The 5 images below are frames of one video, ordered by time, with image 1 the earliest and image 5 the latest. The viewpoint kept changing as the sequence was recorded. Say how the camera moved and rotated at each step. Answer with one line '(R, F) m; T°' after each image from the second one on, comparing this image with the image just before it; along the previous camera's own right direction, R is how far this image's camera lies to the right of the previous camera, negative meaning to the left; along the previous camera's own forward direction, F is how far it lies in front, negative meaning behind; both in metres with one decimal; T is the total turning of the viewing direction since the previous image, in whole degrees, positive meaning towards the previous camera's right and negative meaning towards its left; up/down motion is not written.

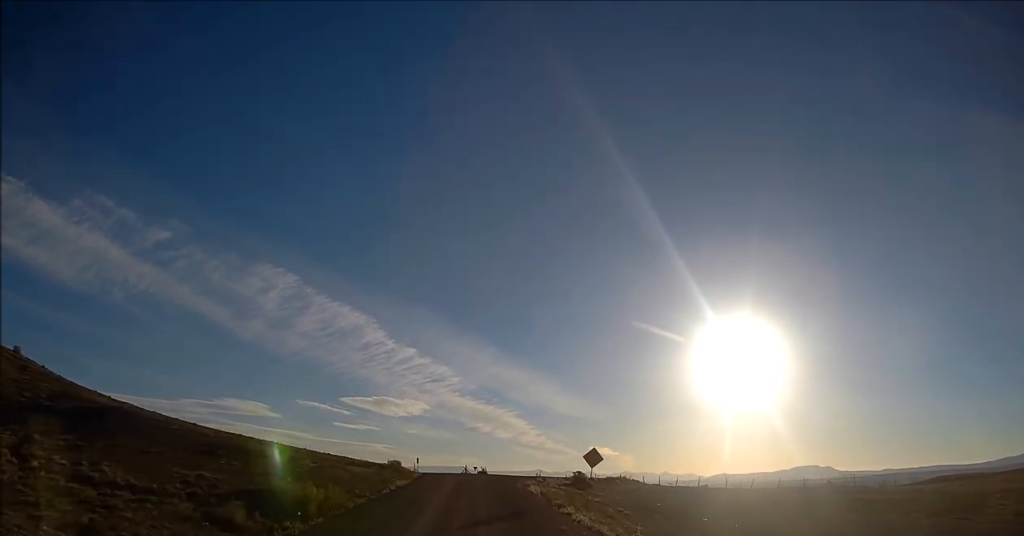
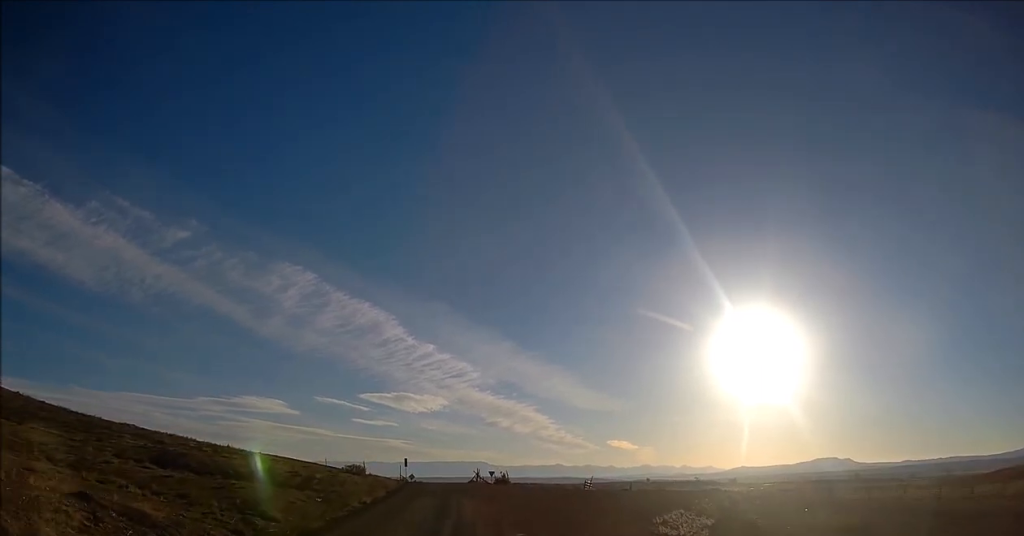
(+0.5, +34.4) m; 0°
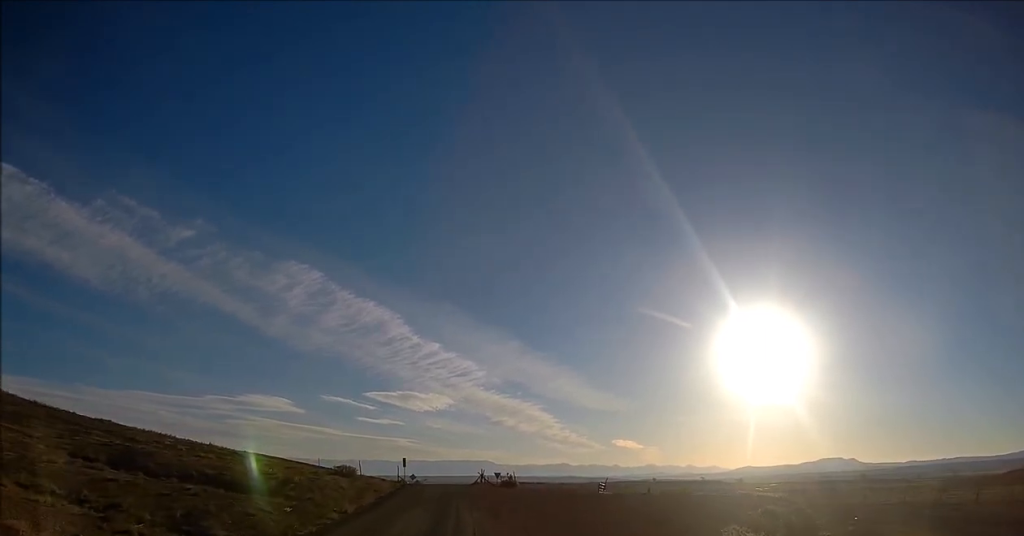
(0.0, +5.1) m; -1°
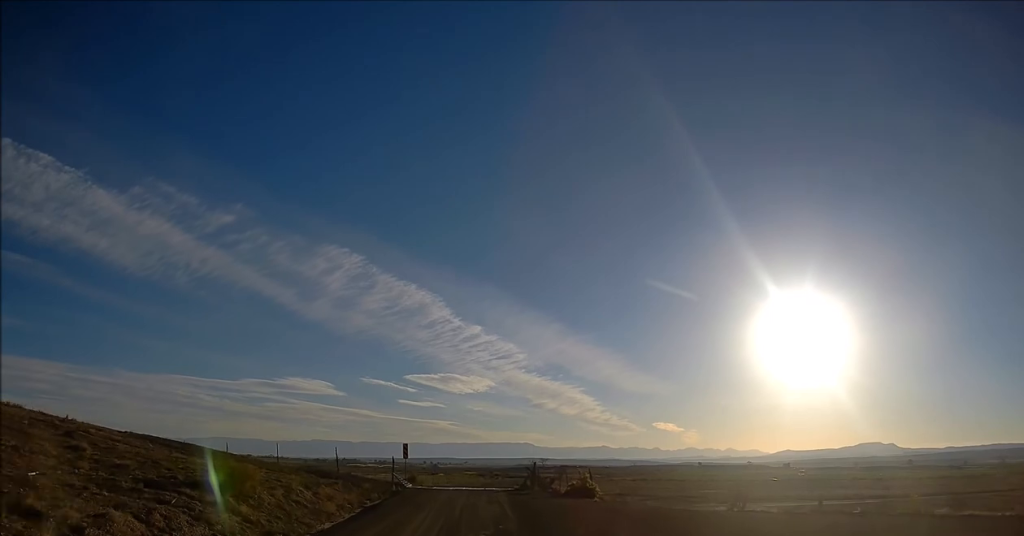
(-1.0, +28.6) m; -4°
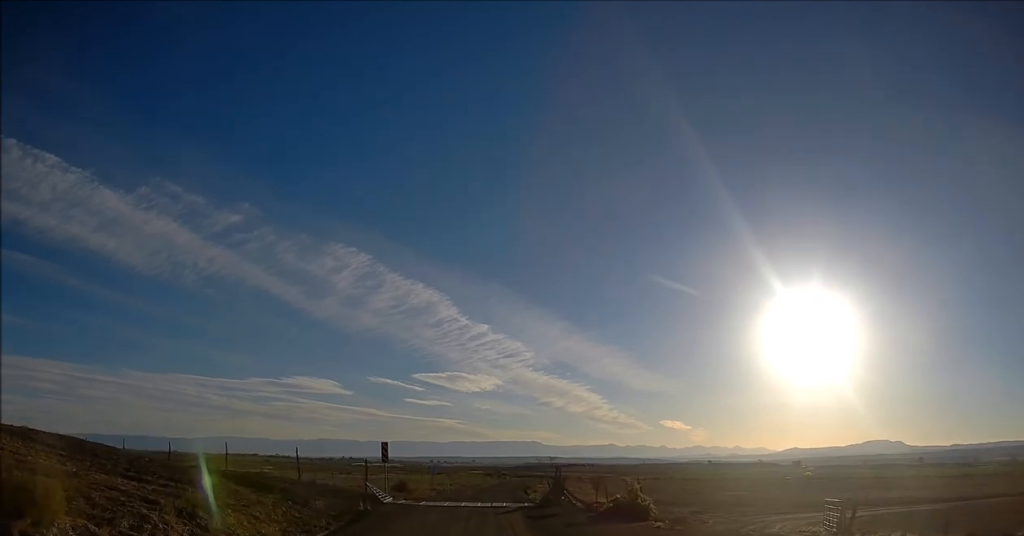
(-0.3, +10.5) m; -1°
